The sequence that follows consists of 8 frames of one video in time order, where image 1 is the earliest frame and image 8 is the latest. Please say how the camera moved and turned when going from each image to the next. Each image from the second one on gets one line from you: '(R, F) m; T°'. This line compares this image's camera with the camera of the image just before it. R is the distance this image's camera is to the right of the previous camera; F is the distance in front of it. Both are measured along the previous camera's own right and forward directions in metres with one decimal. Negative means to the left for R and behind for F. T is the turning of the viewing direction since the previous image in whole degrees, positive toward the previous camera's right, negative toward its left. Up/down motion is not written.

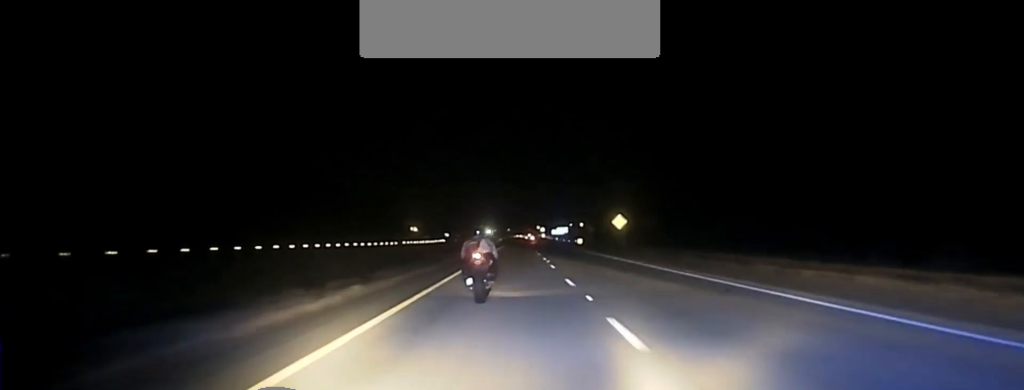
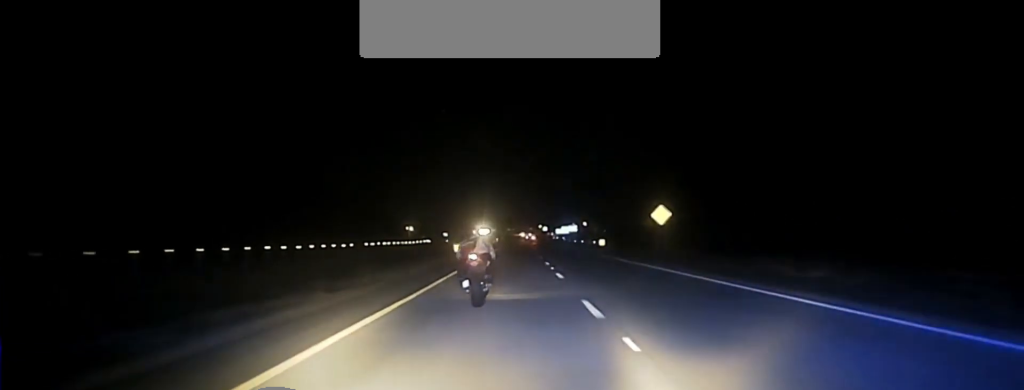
(+0.6, +31.8) m; +1°
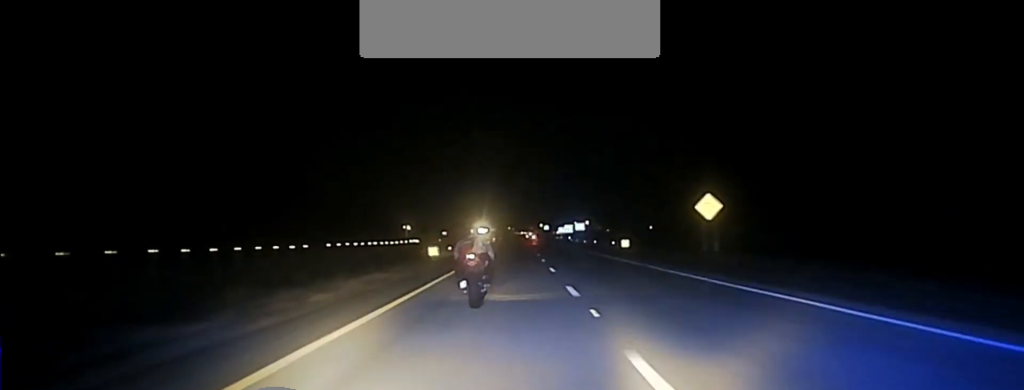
(0.0, +19.5) m; 0°
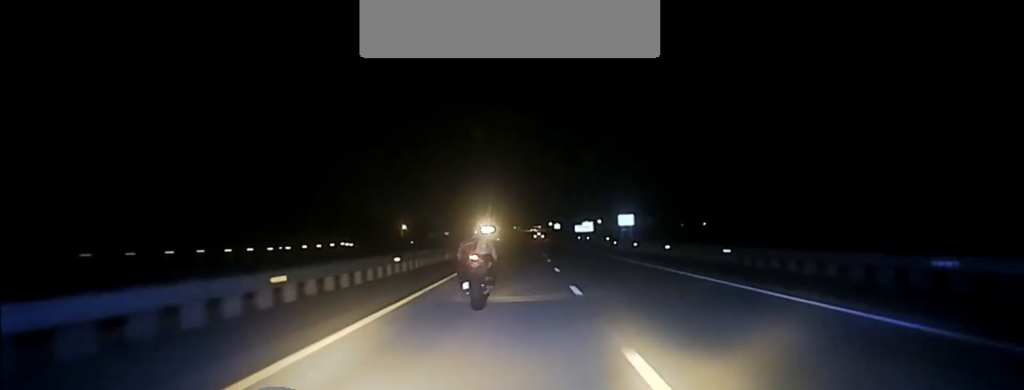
(-0.6, +61.1) m; -1°
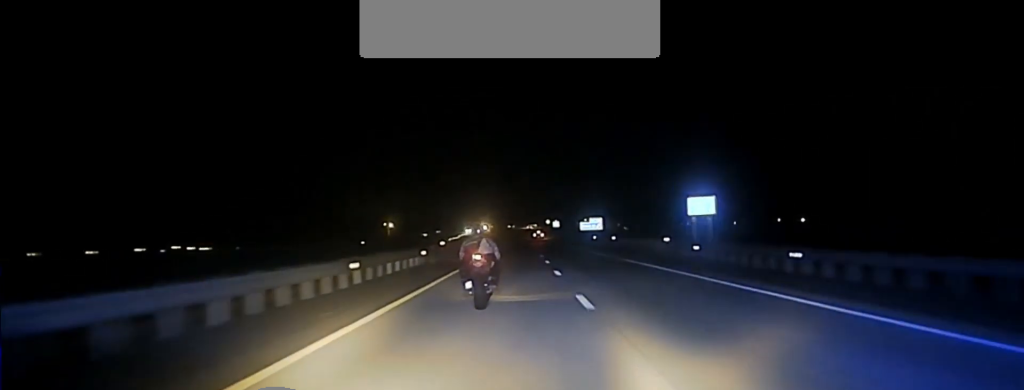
(0.0, +41.6) m; 0°
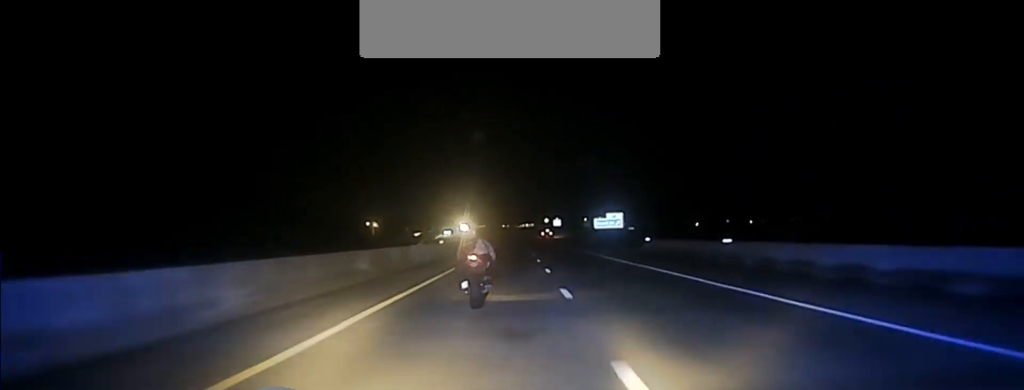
(0.0, +47.0) m; 0°
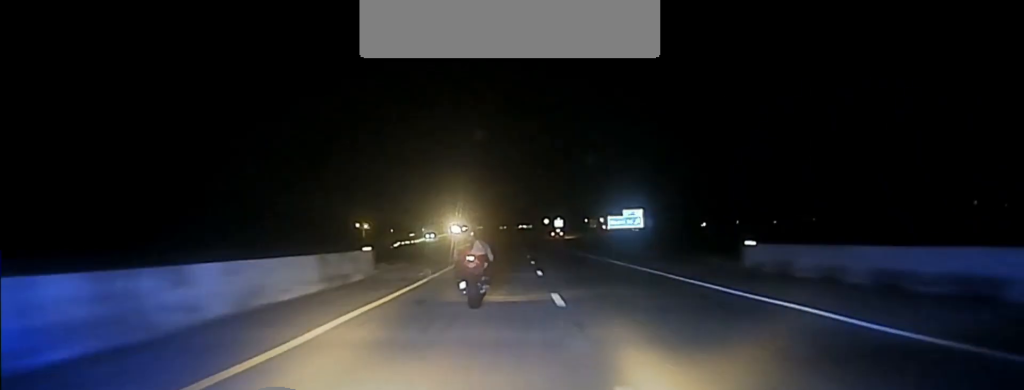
(0.0, +26.1) m; 0°
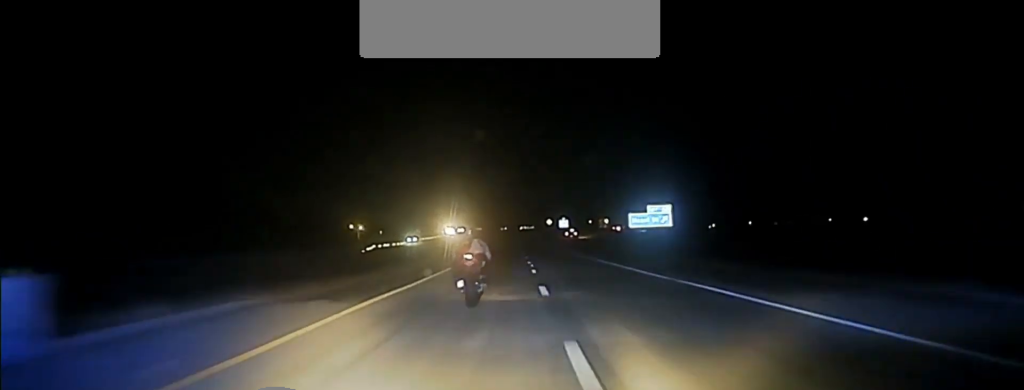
(0.0, +21.9) m; 0°
